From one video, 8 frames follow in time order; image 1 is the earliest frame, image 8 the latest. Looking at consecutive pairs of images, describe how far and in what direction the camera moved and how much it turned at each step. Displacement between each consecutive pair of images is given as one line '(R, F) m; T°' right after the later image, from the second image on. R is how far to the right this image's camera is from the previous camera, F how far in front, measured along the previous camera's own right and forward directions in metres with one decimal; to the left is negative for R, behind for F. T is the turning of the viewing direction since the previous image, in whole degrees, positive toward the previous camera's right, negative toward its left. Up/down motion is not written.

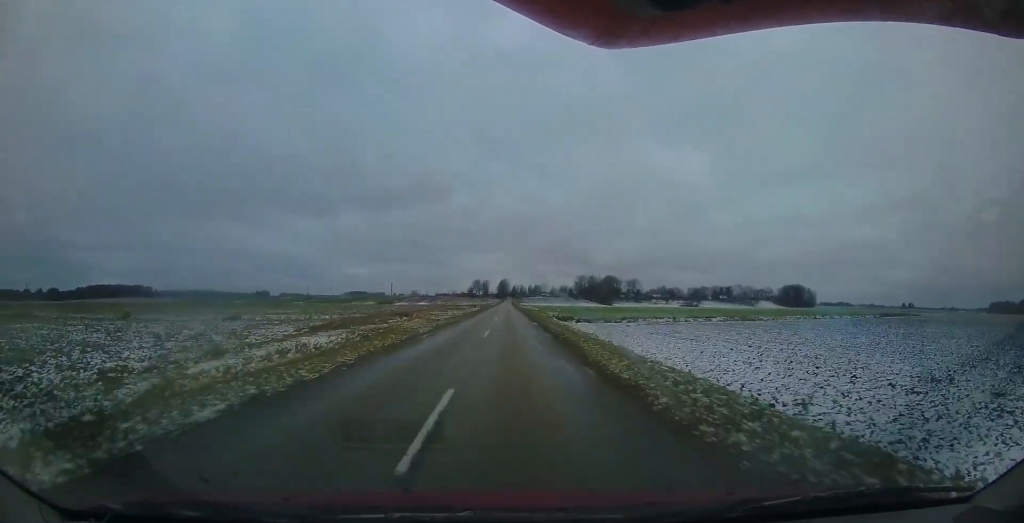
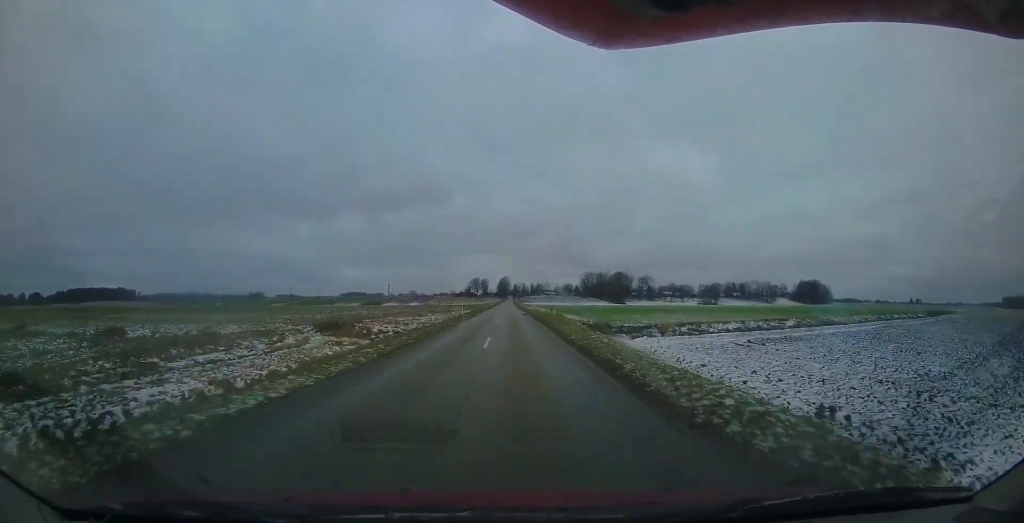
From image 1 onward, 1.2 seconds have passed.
(-0.5, +26.1) m; -1°
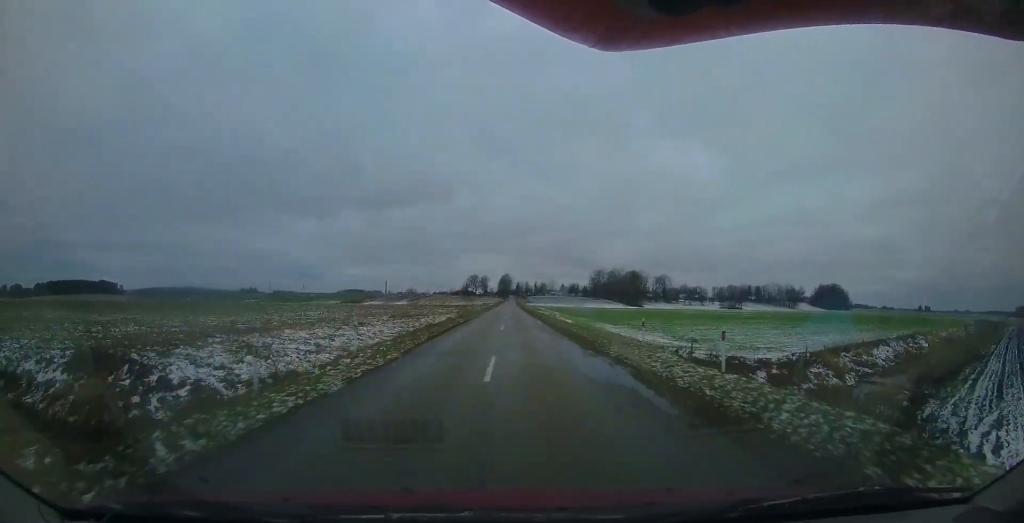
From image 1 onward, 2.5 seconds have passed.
(+0.1, +28.5) m; -1°
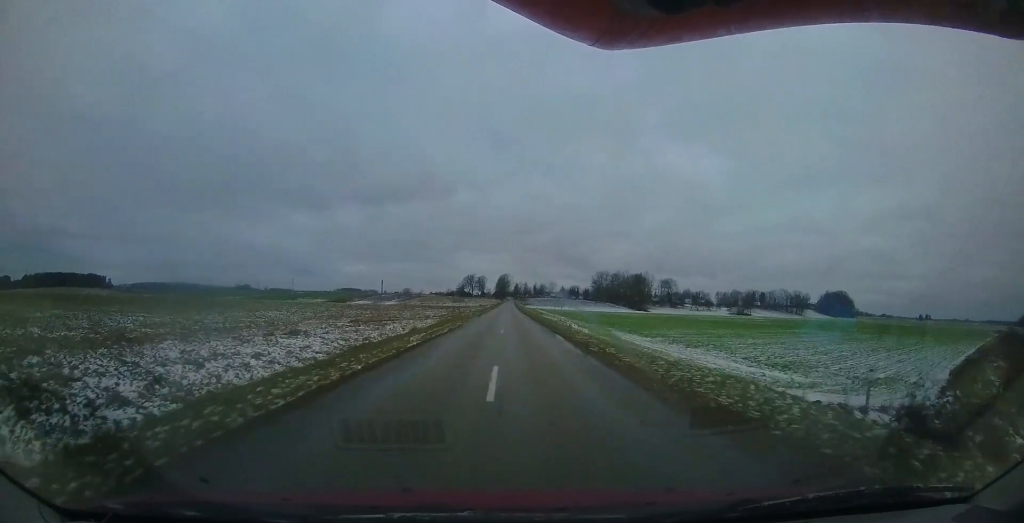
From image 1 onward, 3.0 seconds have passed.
(-0.3, +13.0) m; 0°
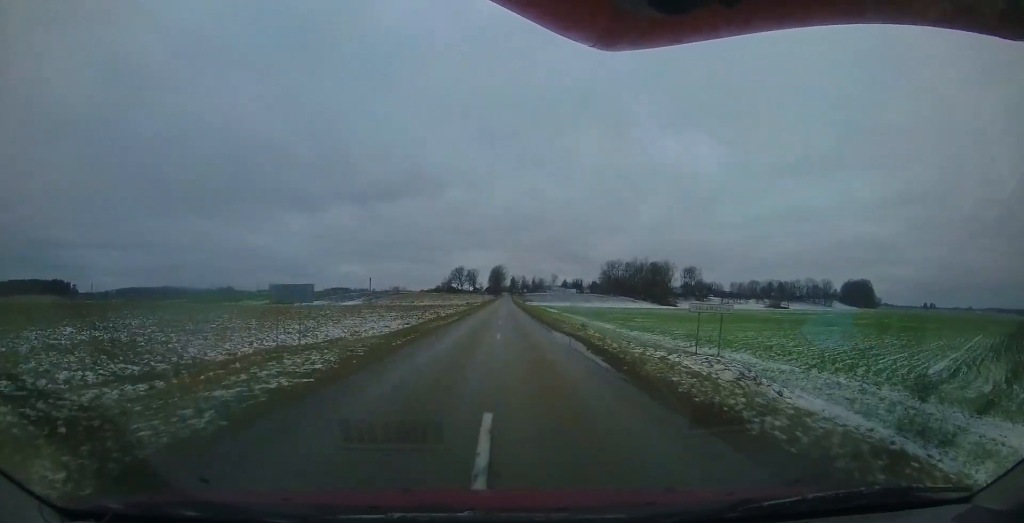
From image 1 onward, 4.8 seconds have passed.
(+0.4, +40.0) m; +1°
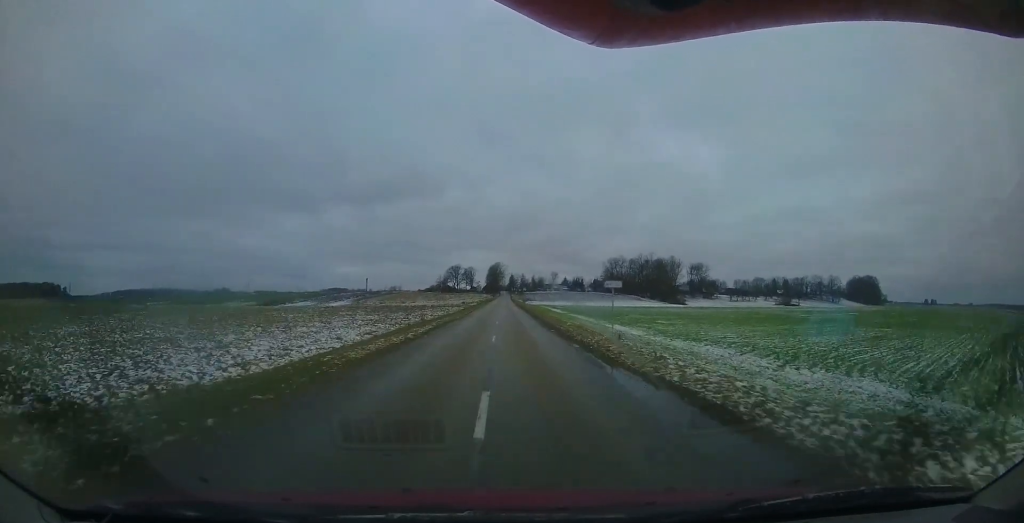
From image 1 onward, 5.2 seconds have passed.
(0.0, +10.0) m; 0°
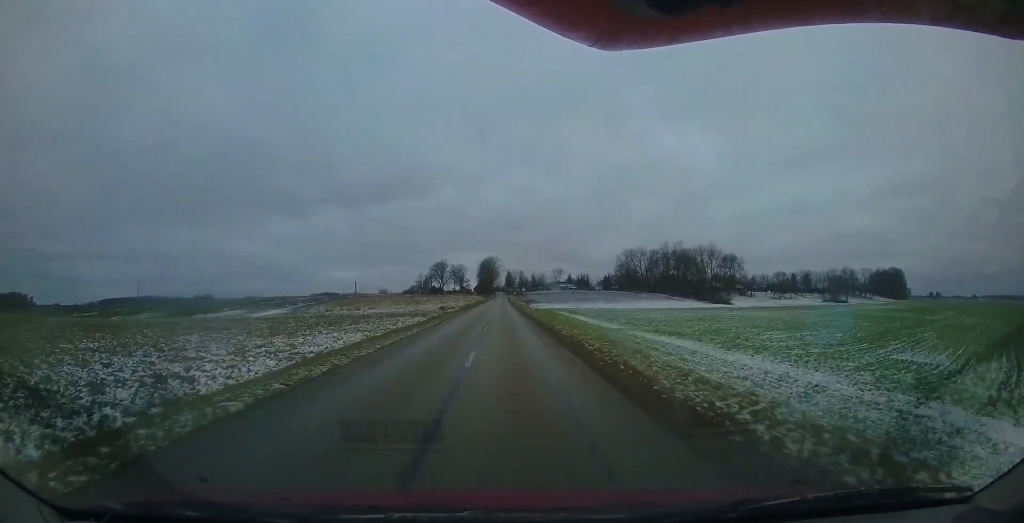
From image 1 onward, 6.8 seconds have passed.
(+0.2, +36.6) m; +1°
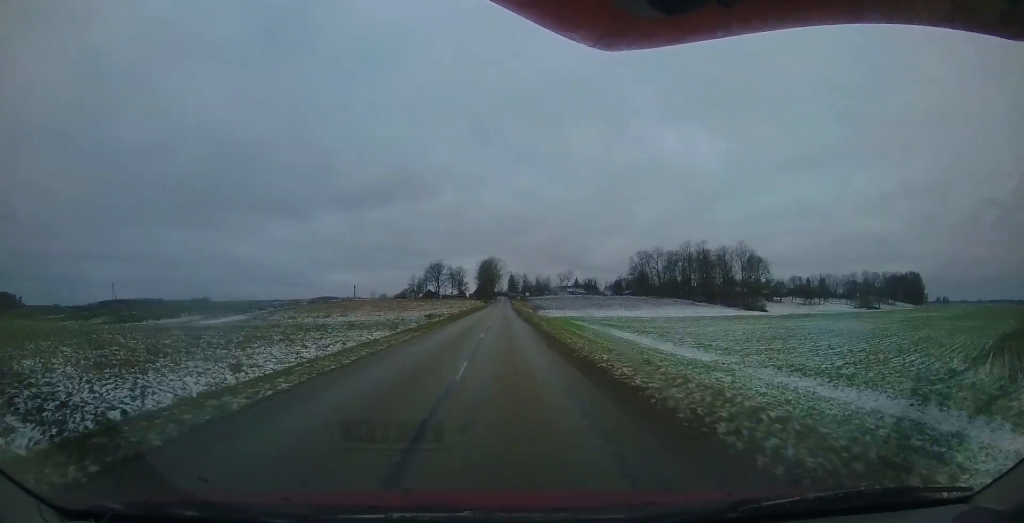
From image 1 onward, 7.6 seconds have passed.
(0.0, +17.4) m; +1°
